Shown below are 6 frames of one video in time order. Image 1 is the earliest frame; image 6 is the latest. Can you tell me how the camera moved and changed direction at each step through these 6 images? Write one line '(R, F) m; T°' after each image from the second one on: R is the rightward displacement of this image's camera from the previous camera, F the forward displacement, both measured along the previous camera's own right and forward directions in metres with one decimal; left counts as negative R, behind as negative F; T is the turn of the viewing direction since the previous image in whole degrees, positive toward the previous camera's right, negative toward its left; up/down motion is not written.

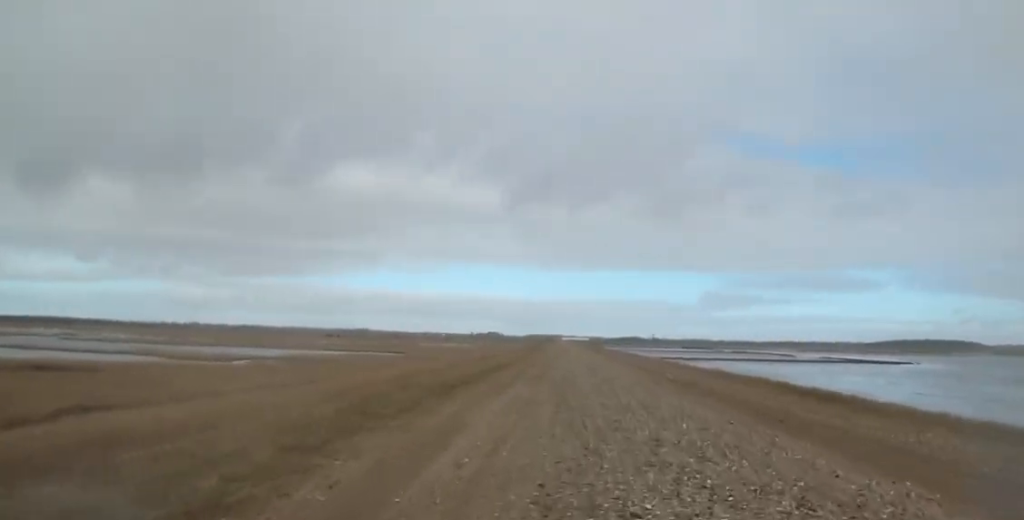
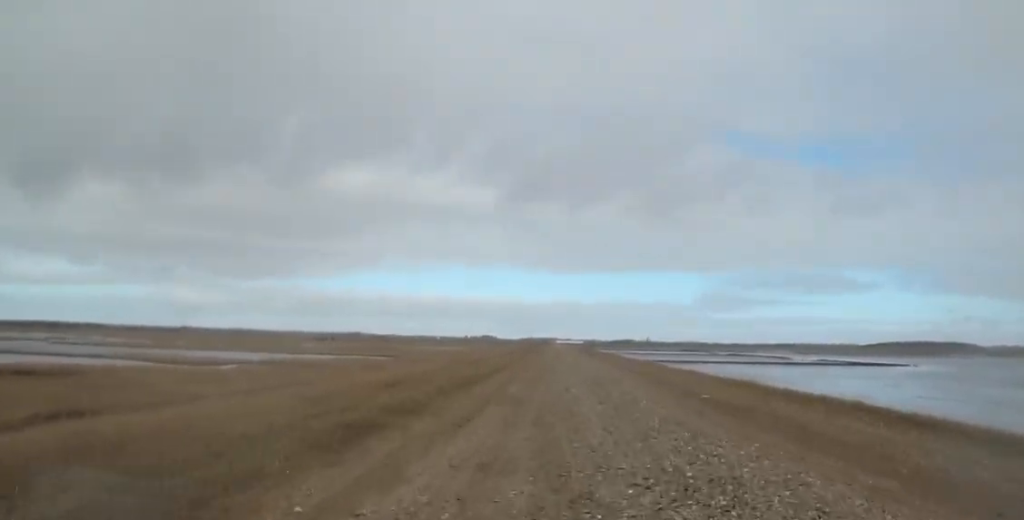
(-0.2, +2.7) m; +1°
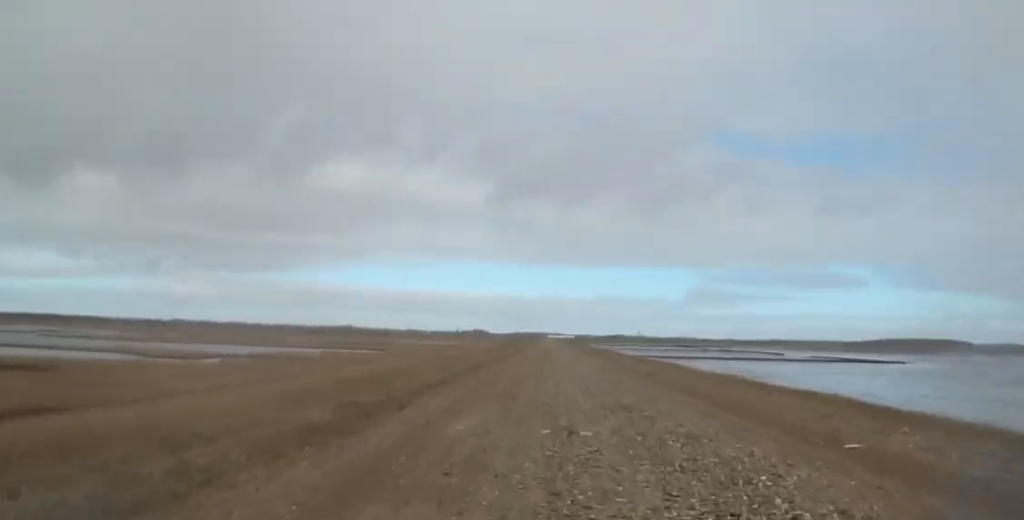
(0.0, +4.1) m; +3°
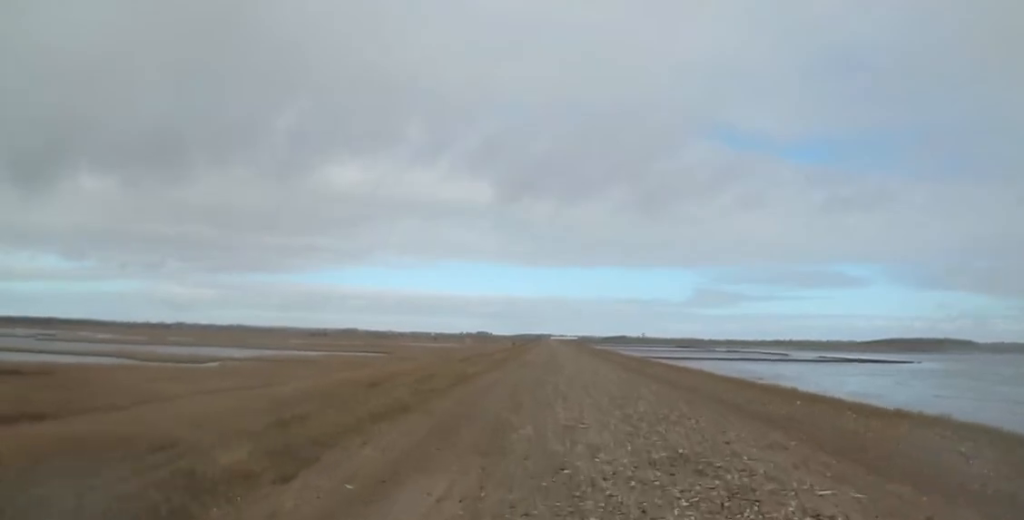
(+0.2, +2.3) m; +3°
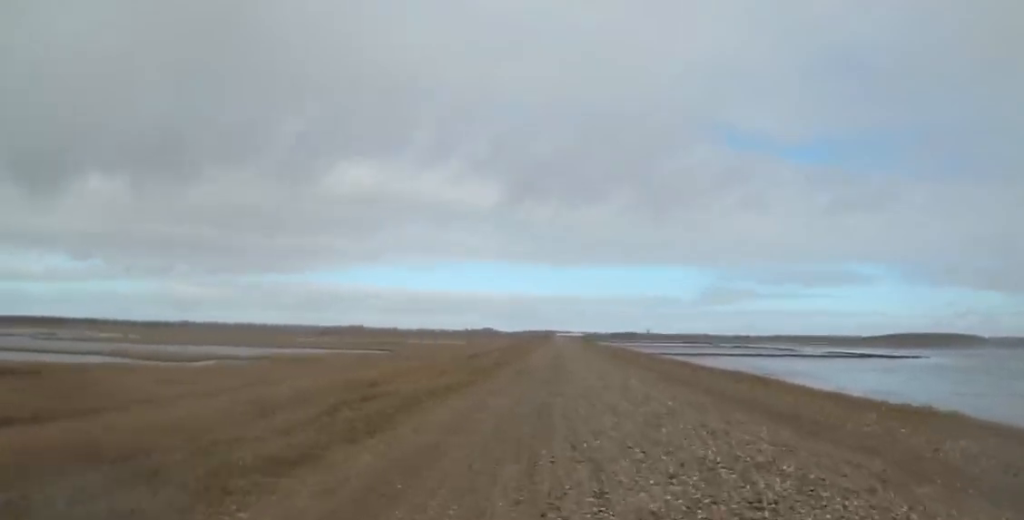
(+0.1, +3.7) m; 0°
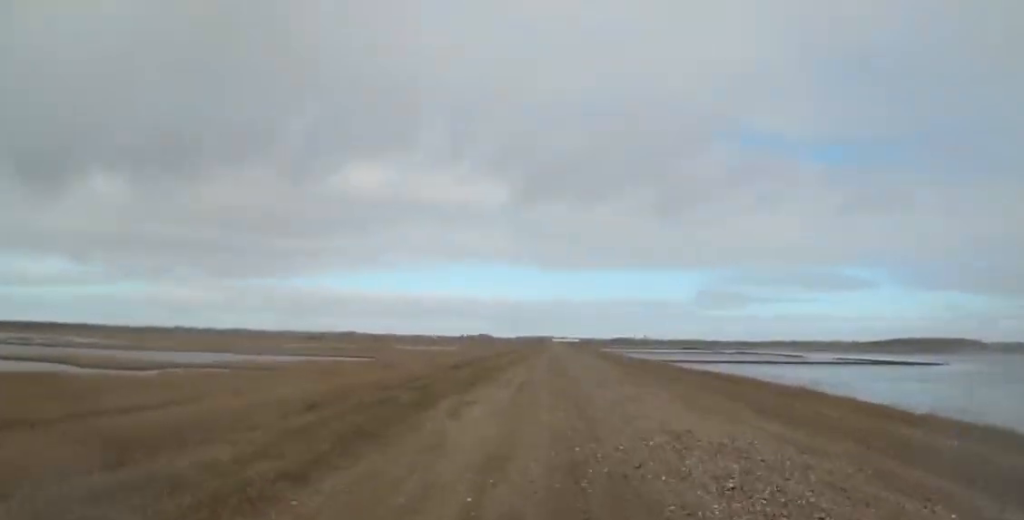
(-0.9, +18.5) m; +2°
